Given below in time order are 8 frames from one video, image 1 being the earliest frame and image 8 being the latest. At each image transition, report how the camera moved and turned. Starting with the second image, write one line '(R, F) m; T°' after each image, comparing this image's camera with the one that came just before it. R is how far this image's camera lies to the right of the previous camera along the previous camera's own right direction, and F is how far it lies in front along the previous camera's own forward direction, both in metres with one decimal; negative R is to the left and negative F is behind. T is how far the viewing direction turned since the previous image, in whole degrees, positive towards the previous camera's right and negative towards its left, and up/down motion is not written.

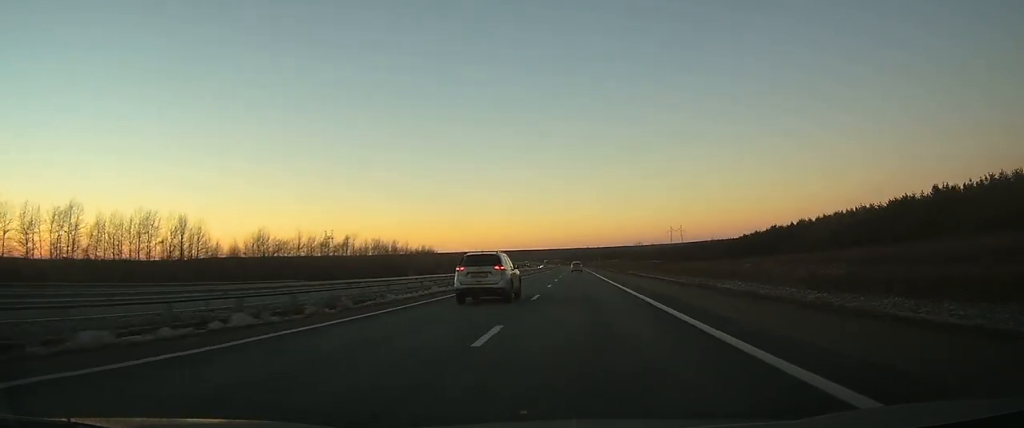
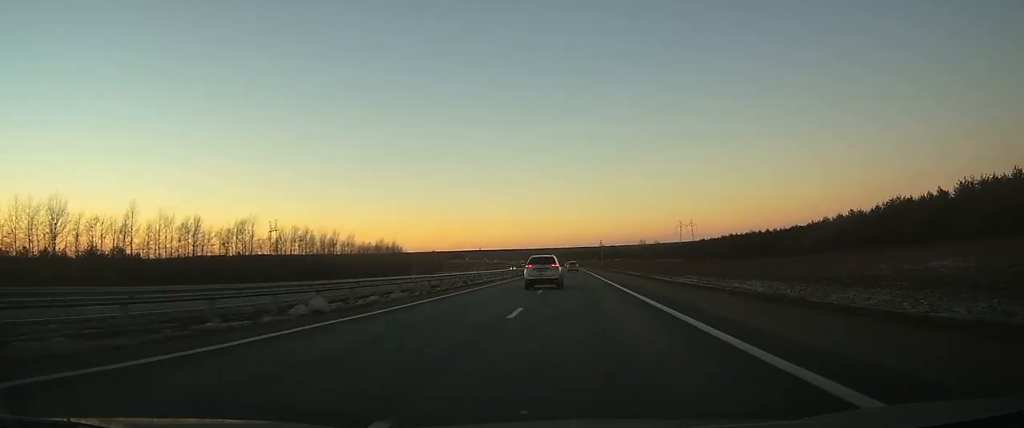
(+0.2, +75.9) m; 0°
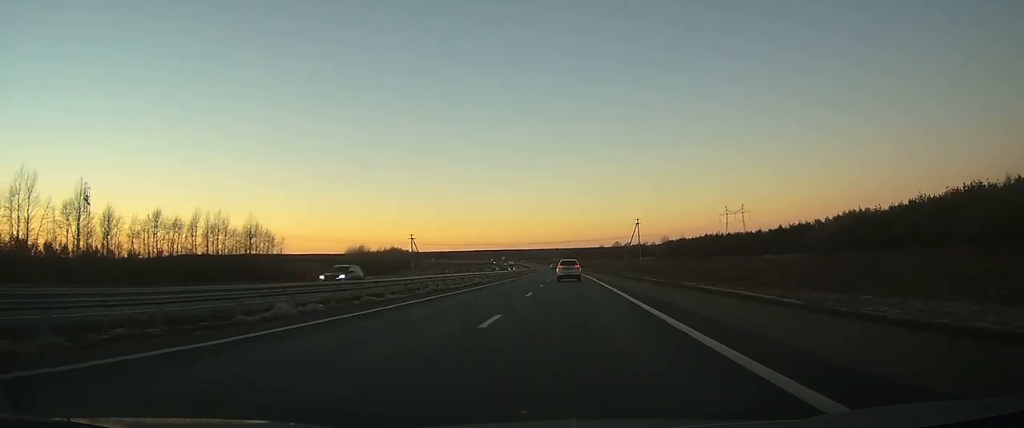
(-0.3, +161.4) m; -1°
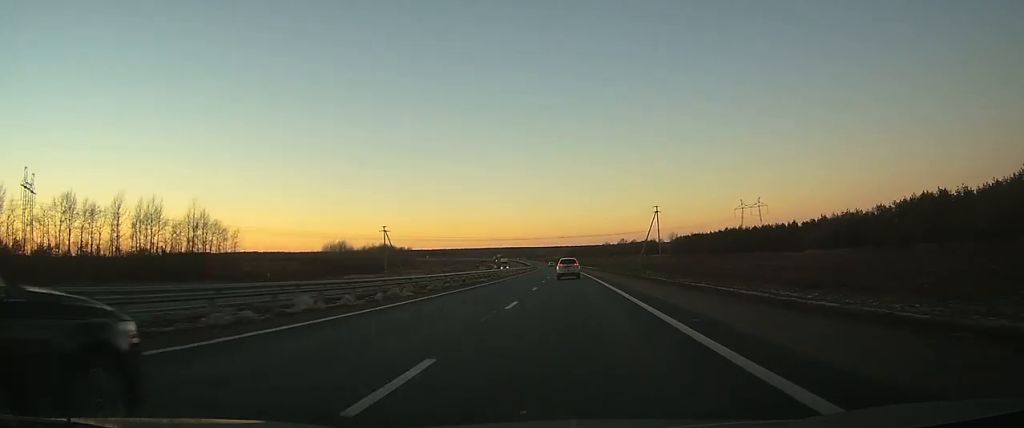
(-0.1, +30.5) m; -1°
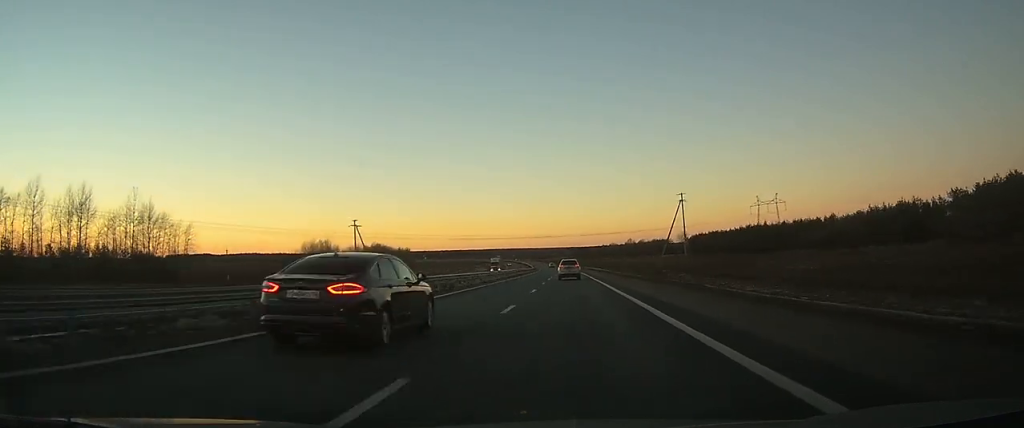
(-0.1, +24.3) m; -1°
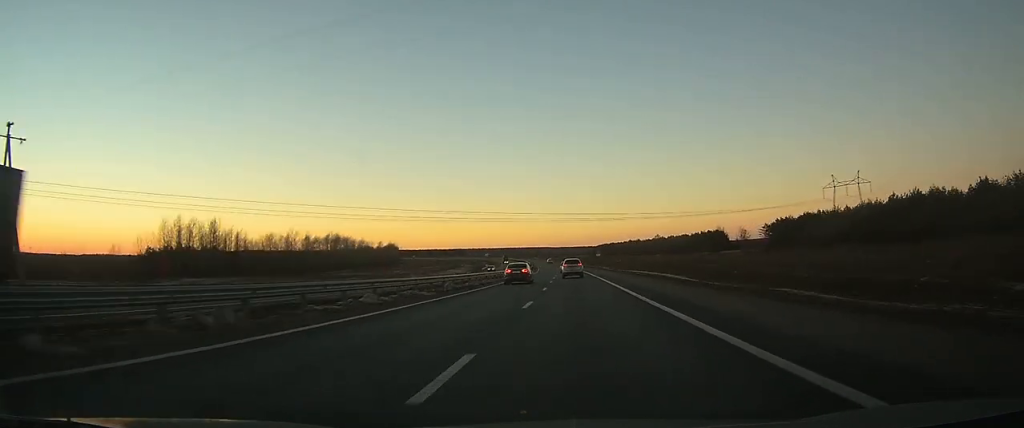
(-1.4, +91.0) m; -2°
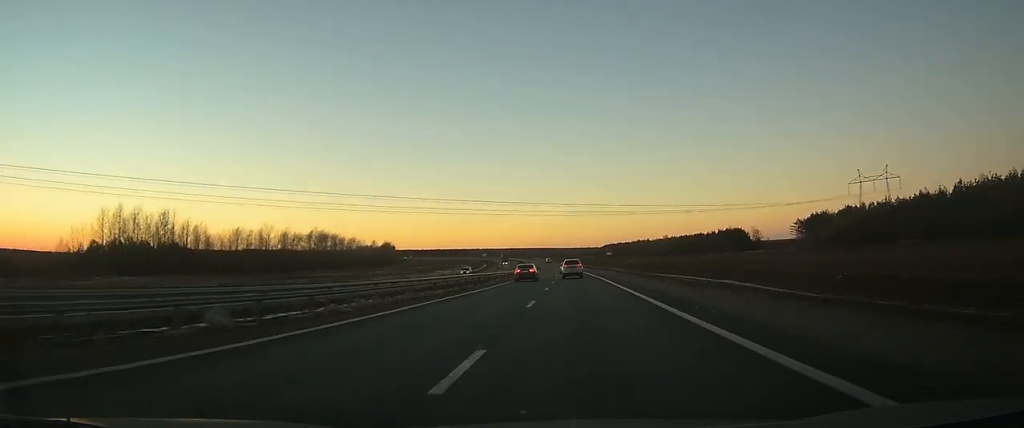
(0.0, +24.4) m; 0°
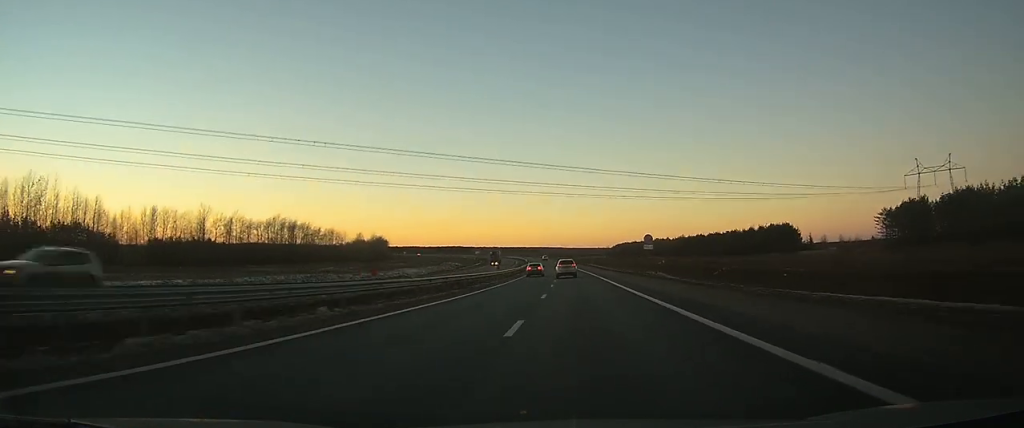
(-0.3, +44.4) m; -1°
